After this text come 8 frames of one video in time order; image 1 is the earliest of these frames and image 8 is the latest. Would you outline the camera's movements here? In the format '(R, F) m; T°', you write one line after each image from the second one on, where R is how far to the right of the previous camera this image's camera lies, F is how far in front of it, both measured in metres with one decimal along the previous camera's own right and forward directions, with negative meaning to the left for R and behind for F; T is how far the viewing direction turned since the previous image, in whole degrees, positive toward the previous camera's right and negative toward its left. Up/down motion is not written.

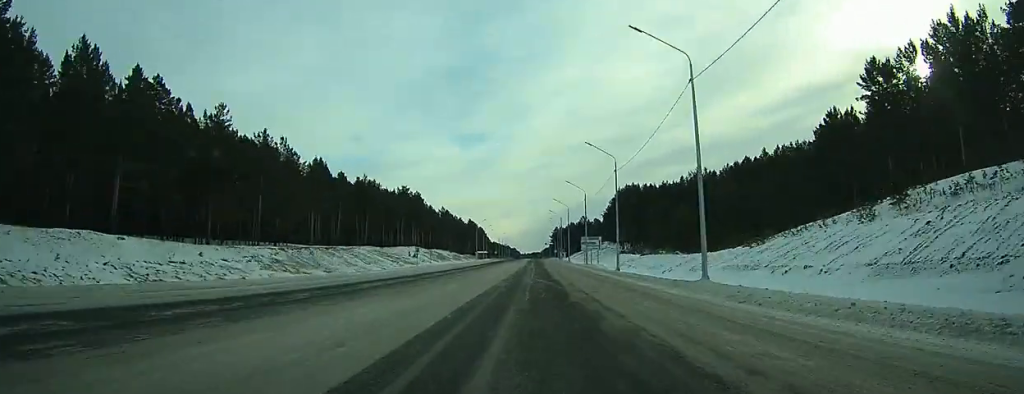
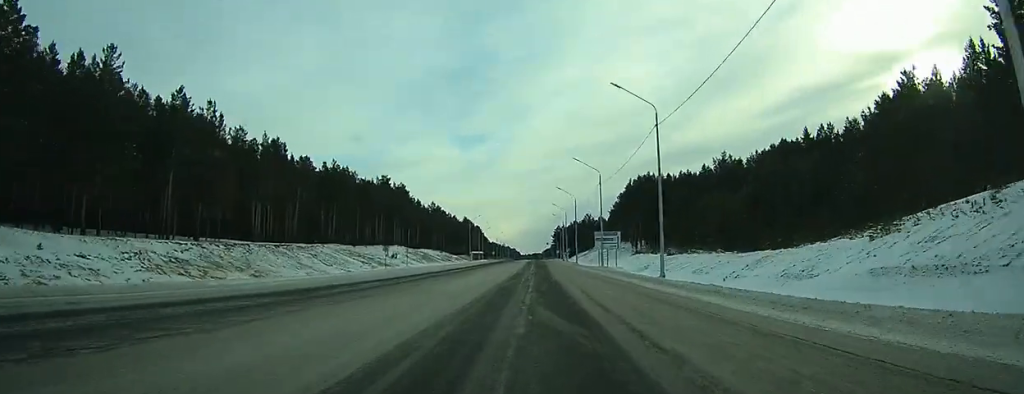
(0.0, +20.6) m; 0°
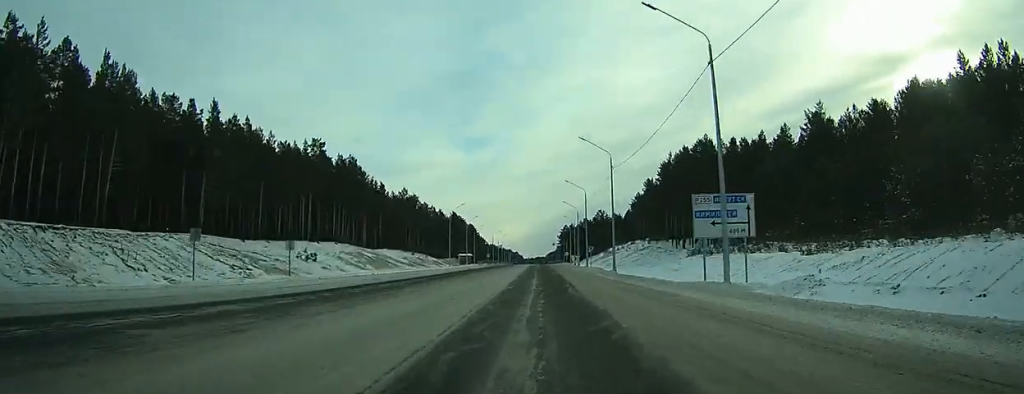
(-0.1, +44.2) m; 0°
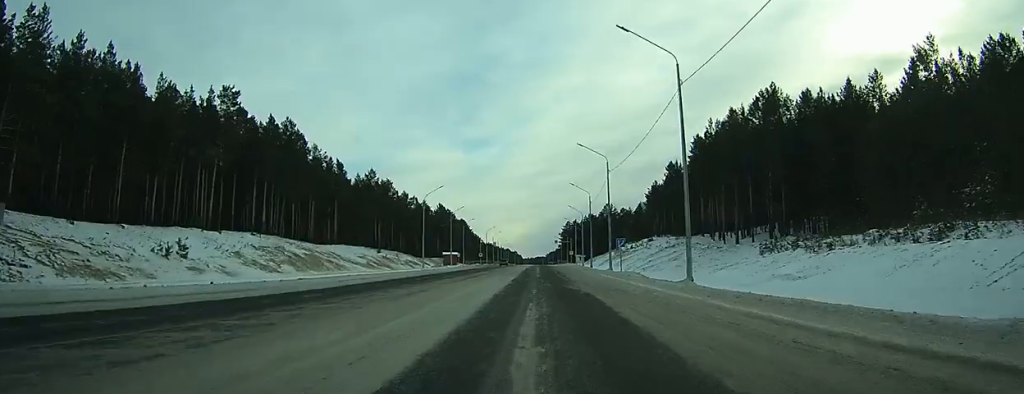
(0.0, +27.3) m; 0°
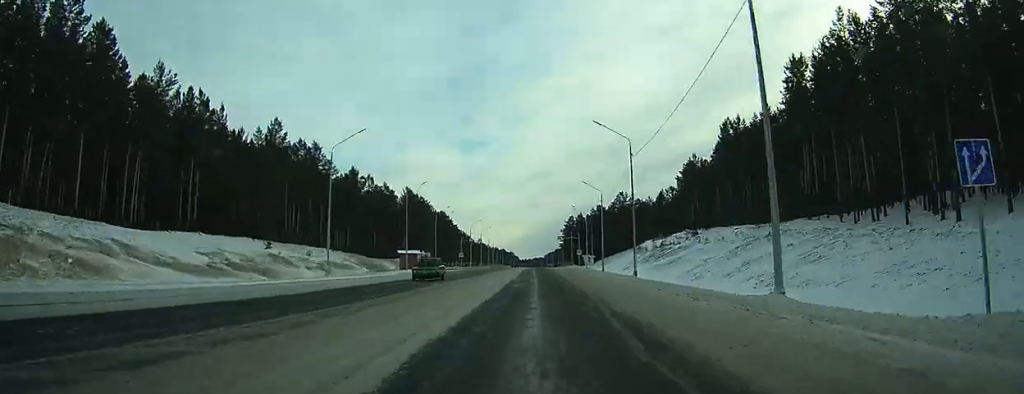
(+0.1, +39.4) m; 0°
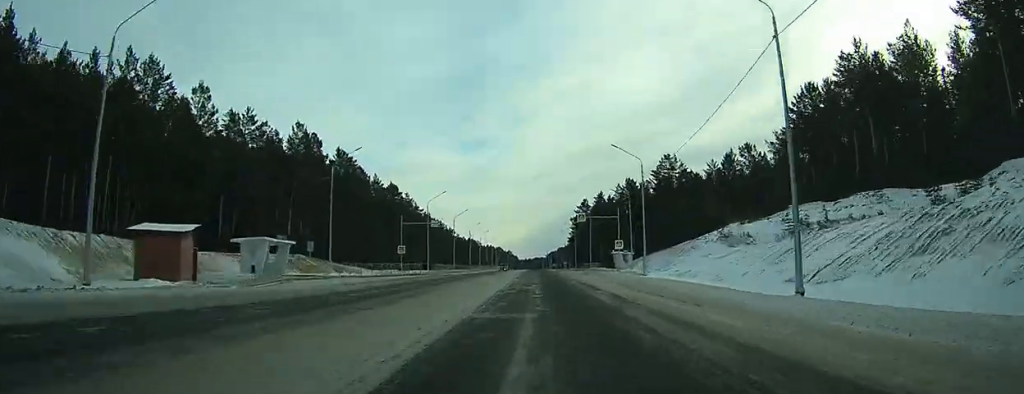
(-0.1, +56.6) m; 0°
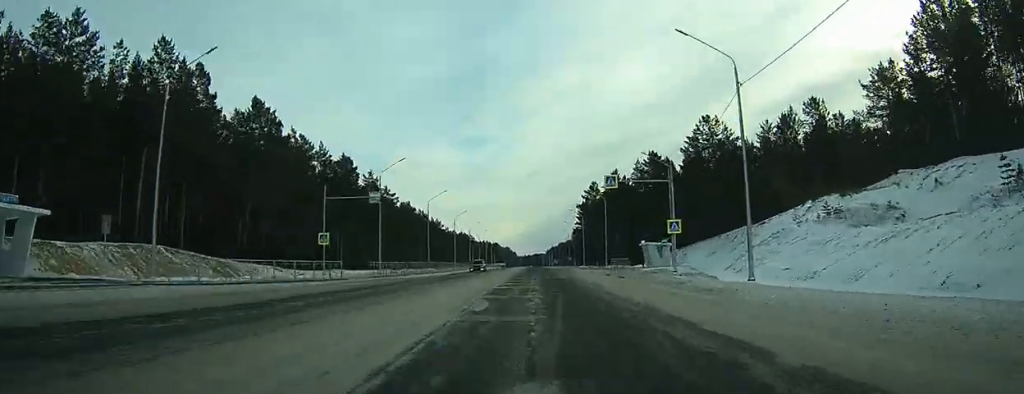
(-0.1, +26.6) m; 0°
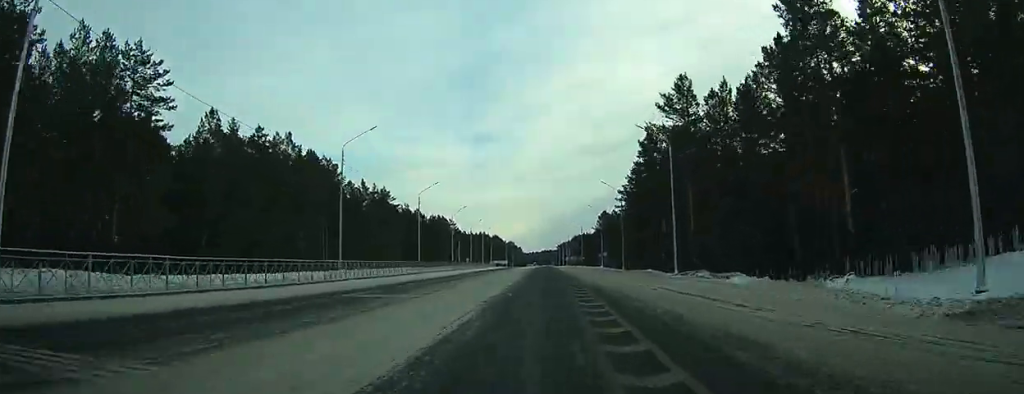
(-0.5, +83.0) m; -1°
